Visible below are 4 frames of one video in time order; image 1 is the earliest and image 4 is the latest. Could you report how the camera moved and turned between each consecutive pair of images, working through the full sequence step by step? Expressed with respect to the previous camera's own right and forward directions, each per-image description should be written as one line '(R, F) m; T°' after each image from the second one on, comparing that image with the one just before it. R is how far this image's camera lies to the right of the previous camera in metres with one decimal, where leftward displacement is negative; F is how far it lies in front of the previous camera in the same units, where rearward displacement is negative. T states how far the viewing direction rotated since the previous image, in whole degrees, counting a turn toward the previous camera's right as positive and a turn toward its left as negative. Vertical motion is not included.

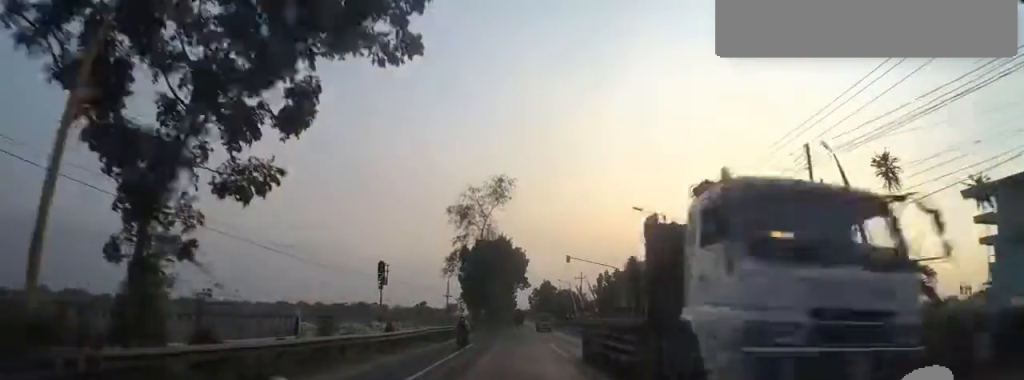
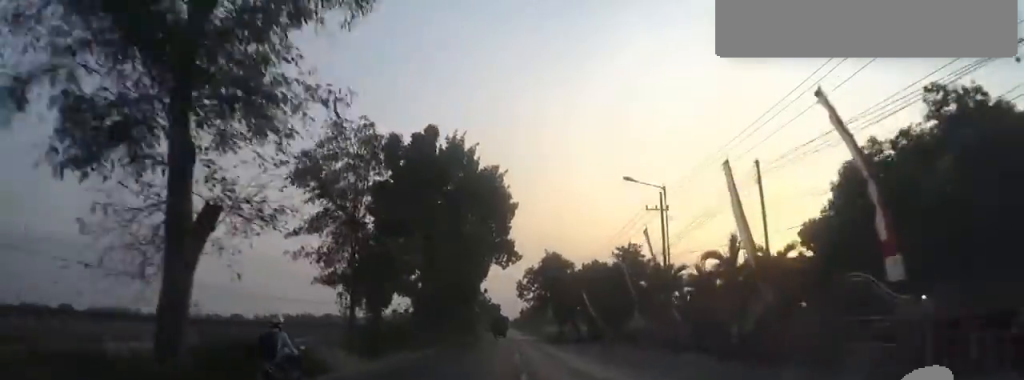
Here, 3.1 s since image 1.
(-1.4, +63.5) m; -1°
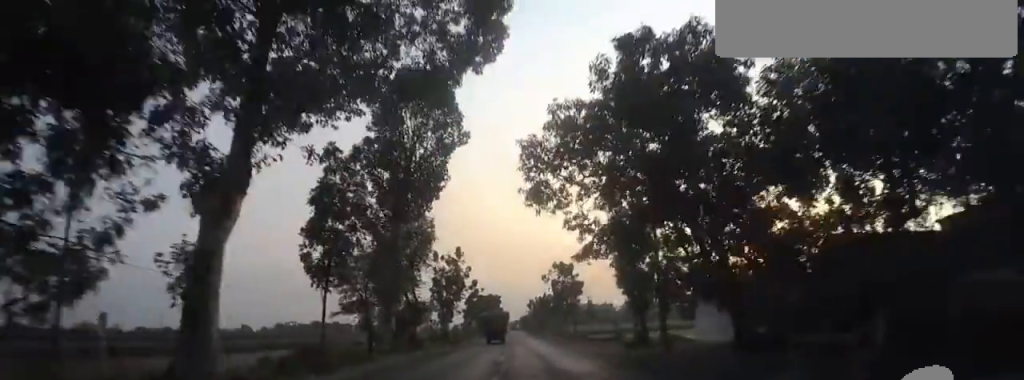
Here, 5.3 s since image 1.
(+0.4, +47.7) m; 0°
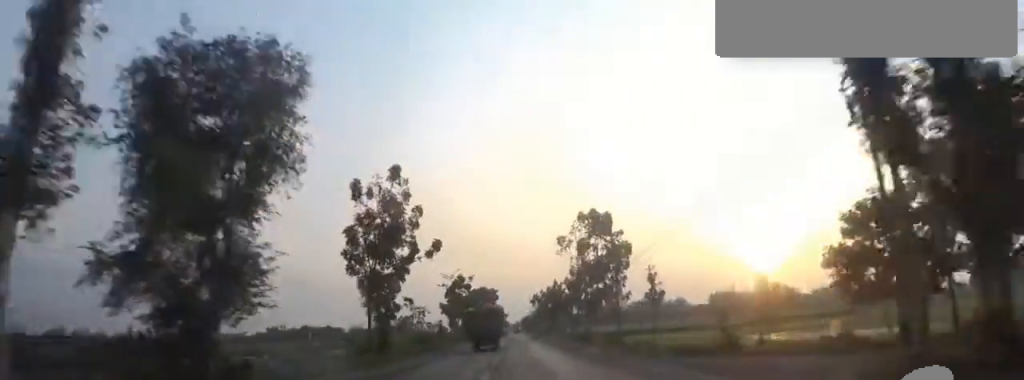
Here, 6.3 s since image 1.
(+0.4, +22.7) m; +2°
